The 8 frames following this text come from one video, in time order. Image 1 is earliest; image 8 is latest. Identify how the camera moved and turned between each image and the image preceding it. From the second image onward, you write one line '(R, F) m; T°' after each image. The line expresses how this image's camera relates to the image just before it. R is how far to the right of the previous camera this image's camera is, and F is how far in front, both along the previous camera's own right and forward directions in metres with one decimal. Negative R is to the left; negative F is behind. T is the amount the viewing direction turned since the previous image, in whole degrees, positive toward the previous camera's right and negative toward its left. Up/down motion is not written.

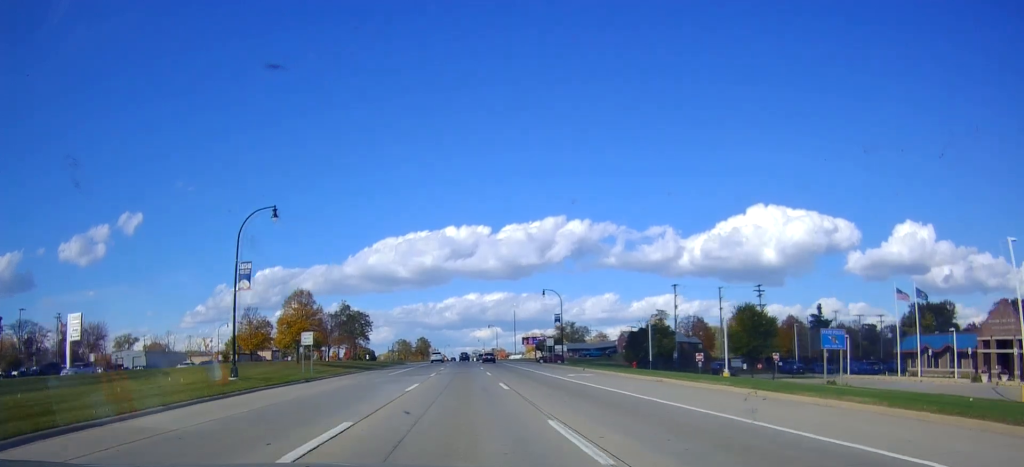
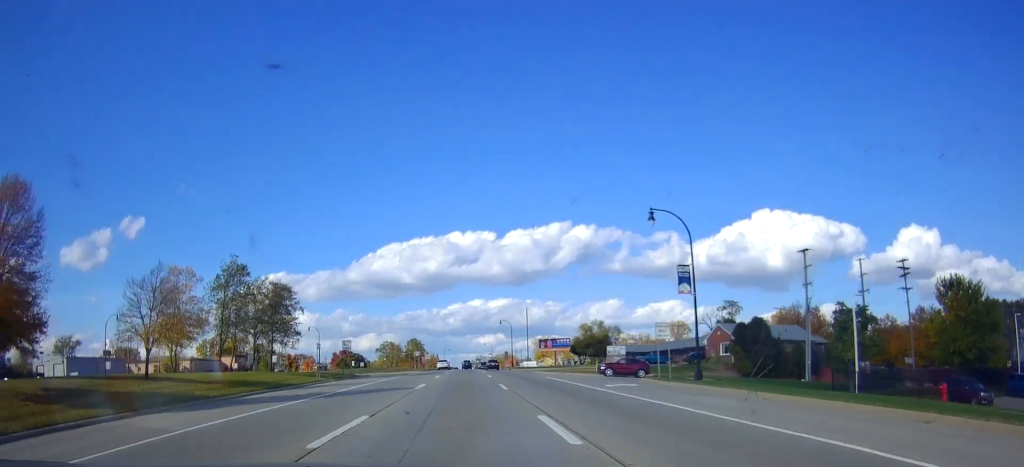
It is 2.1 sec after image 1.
(+0.7, +43.0) m; +2°
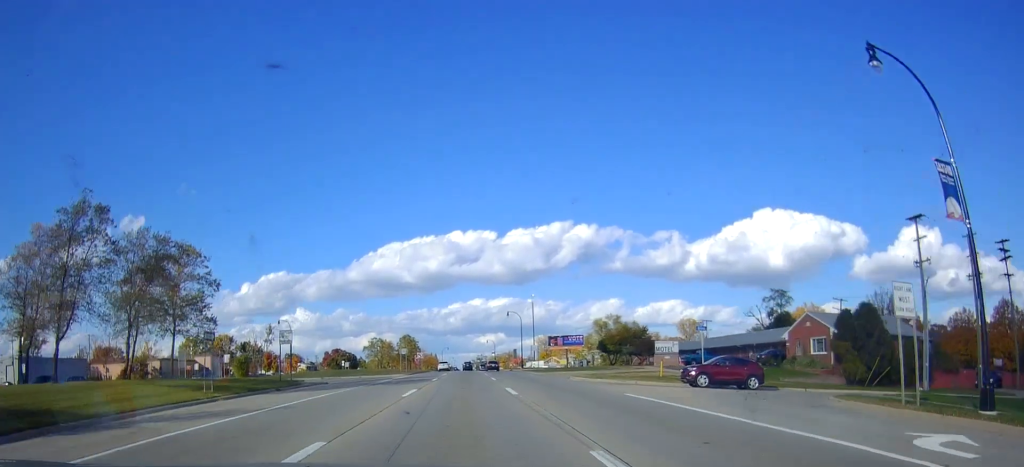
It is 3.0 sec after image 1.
(-0.2, +20.2) m; -1°
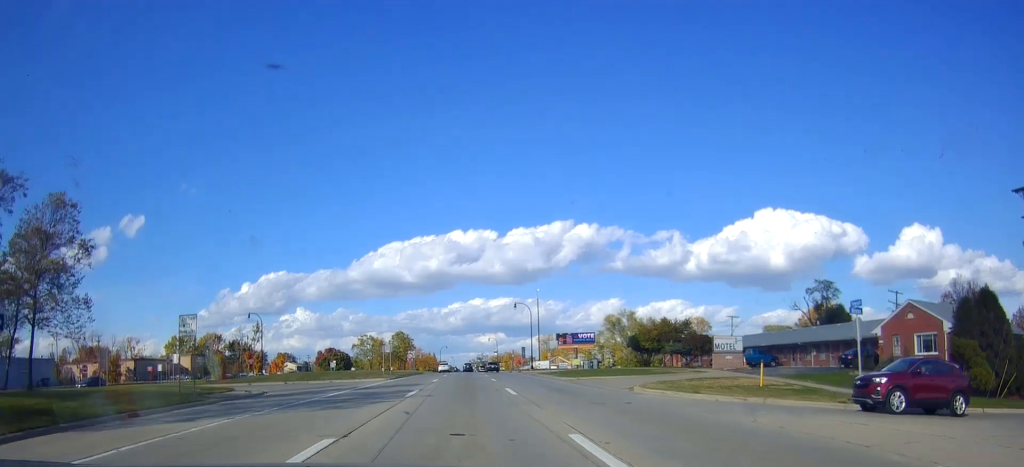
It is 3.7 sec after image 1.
(-0.2, +14.6) m; 0°
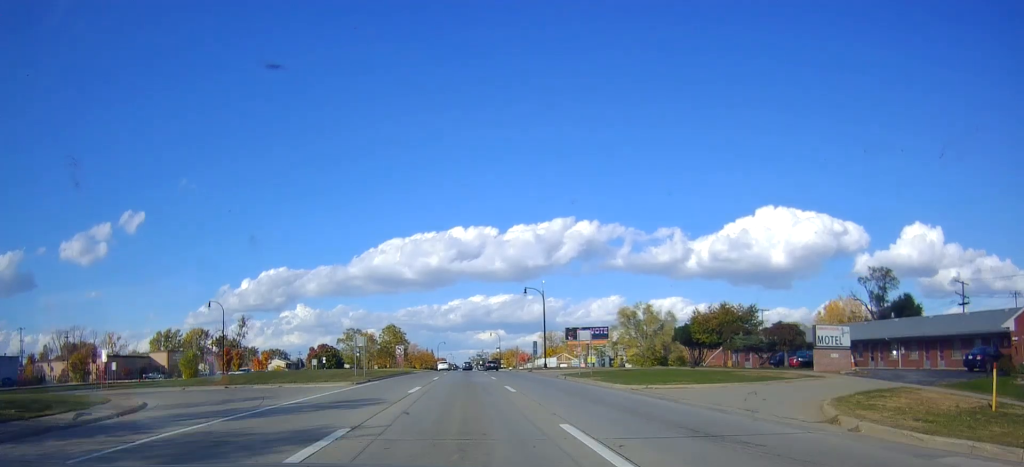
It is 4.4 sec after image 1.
(+0.2, +14.5) m; +1°
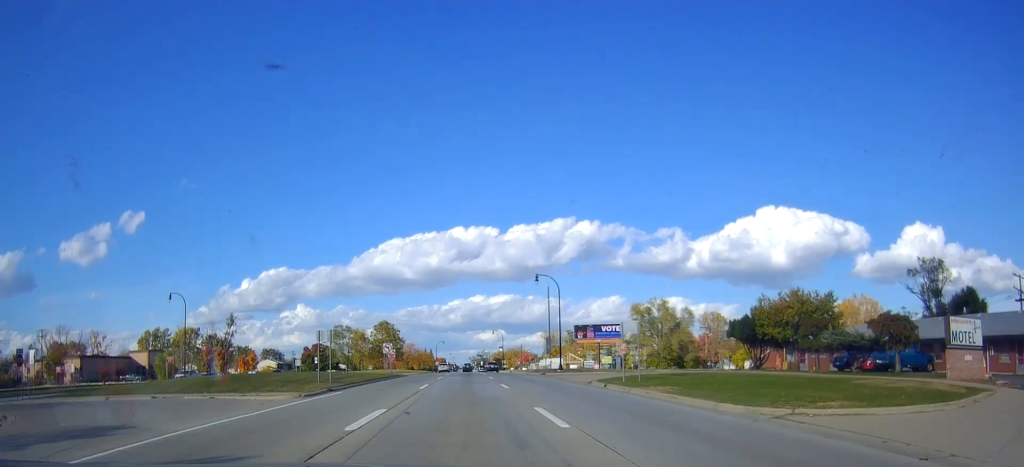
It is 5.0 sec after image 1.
(0.0, +10.8) m; 0°
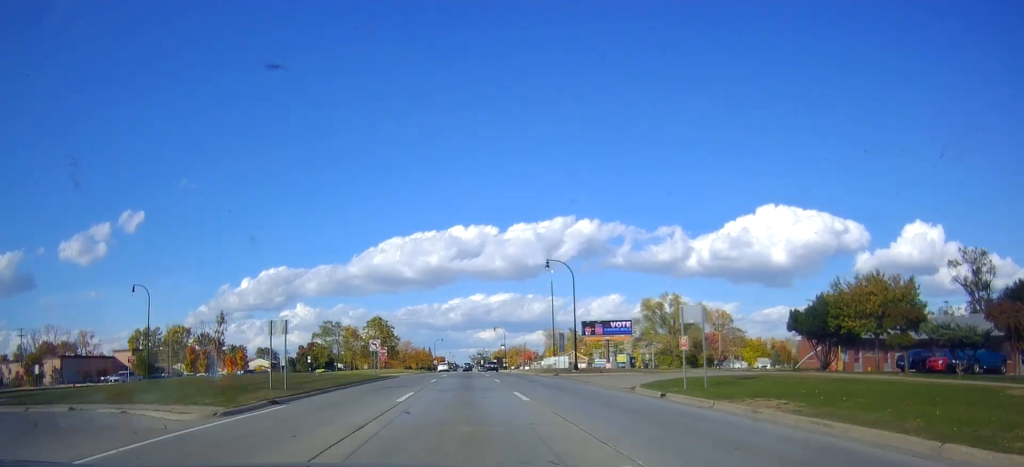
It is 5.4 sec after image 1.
(0.0, +8.0) m; 0°
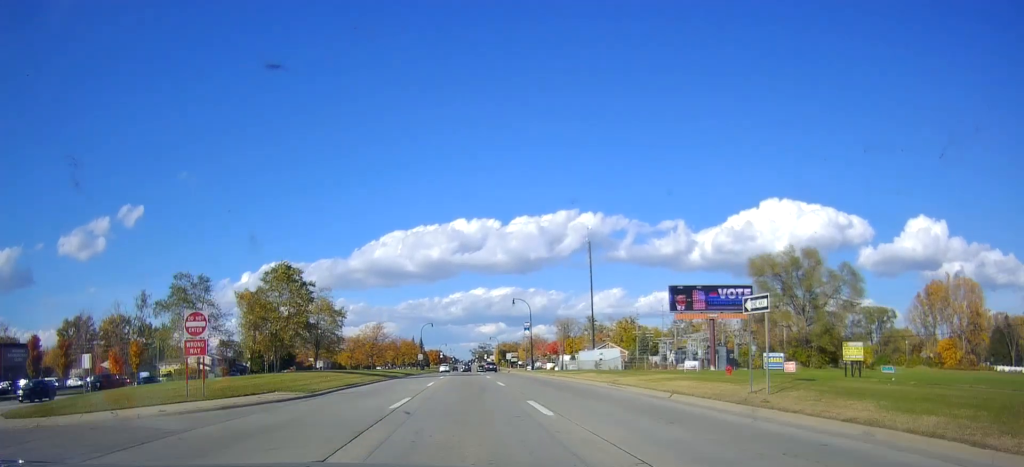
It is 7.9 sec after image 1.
(-1.7, +50.3) m; -2°
